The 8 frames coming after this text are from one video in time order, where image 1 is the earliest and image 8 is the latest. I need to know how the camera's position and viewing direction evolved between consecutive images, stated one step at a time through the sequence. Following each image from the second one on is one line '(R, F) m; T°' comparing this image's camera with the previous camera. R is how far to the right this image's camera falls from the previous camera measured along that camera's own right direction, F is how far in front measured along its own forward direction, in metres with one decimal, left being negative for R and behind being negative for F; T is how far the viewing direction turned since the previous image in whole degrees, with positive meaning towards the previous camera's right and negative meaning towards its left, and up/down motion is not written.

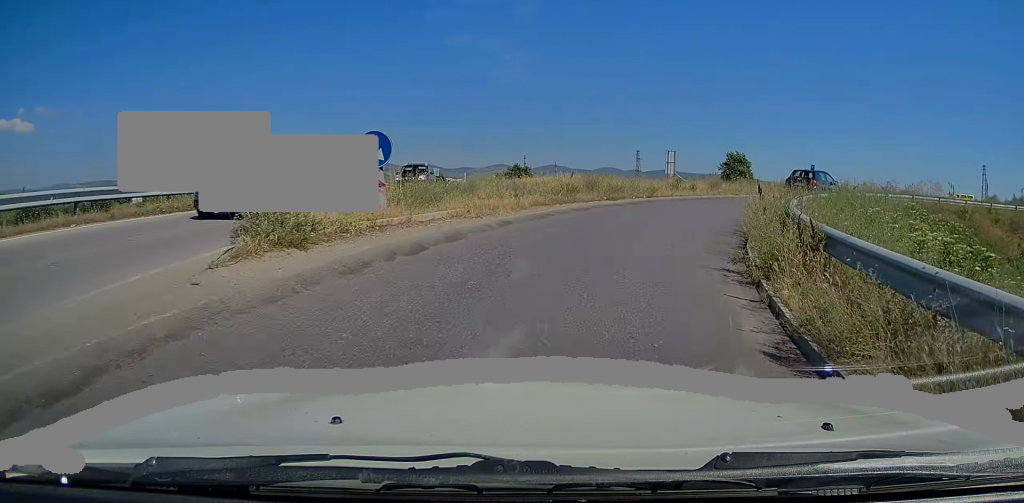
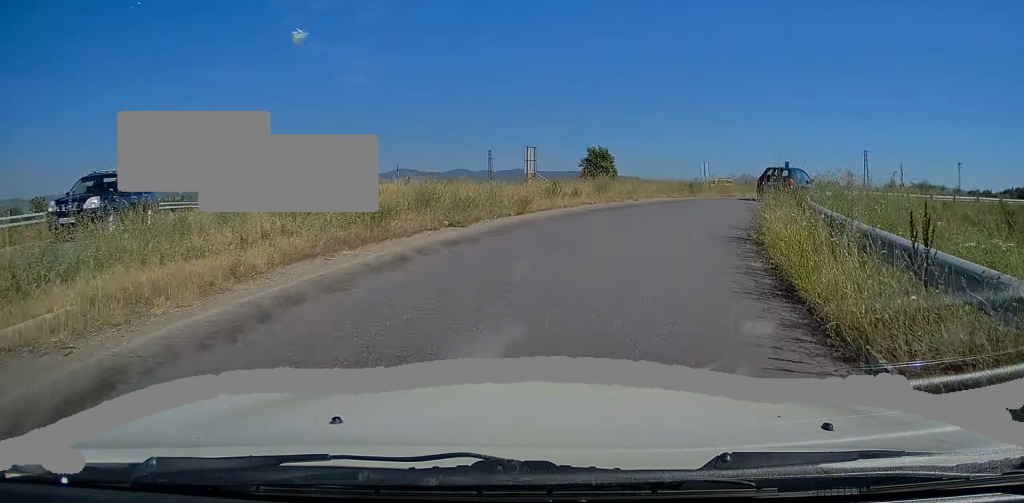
(+0.8, +9.4) m; +12°
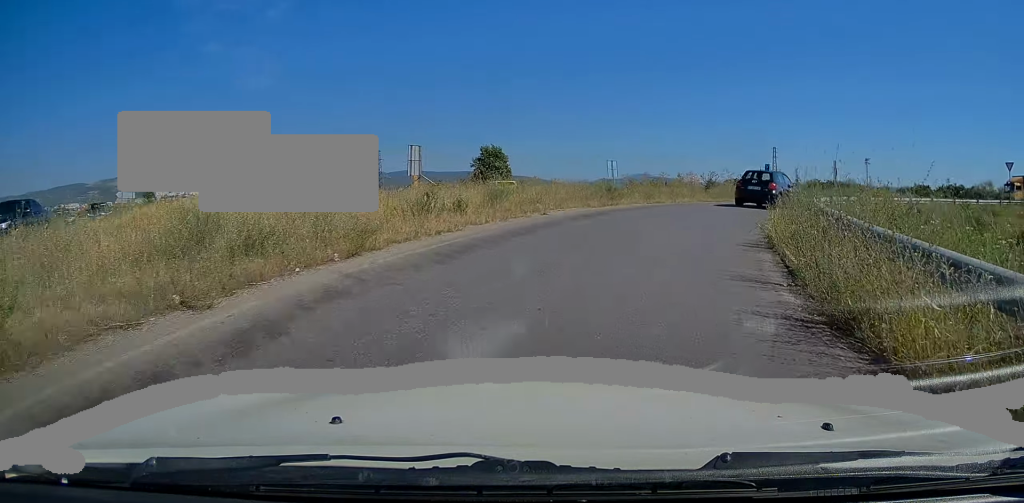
(+0.6, +6.9) m; +9°
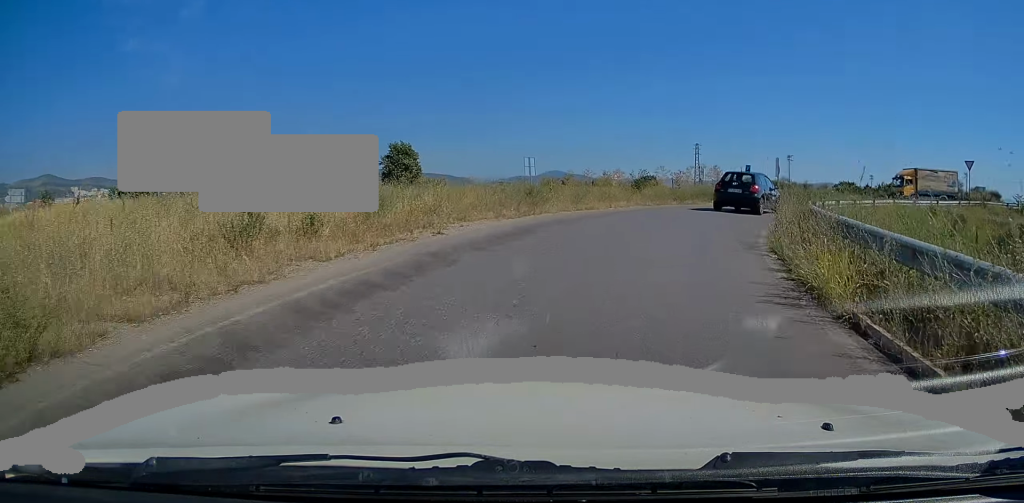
(+0.4, +5.3) m; +7°
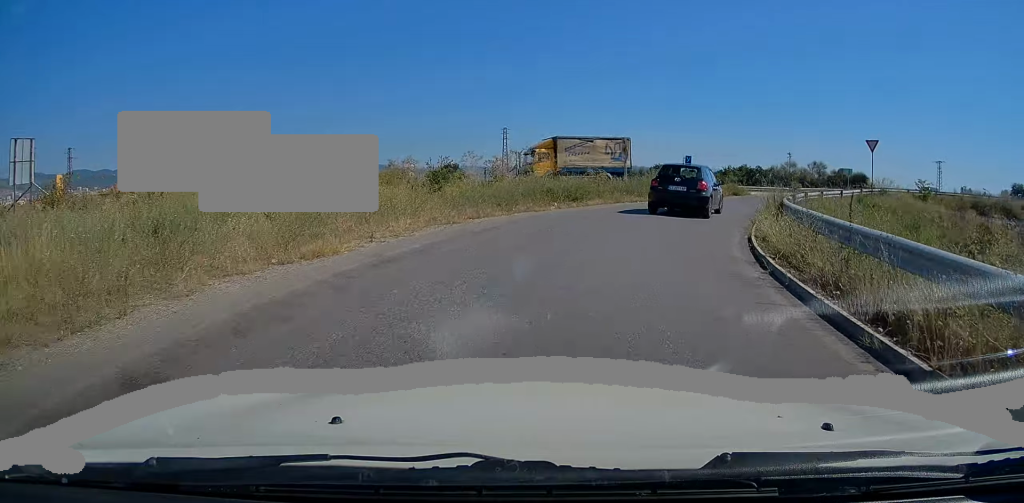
(+1.7, +12.1) m; +15°
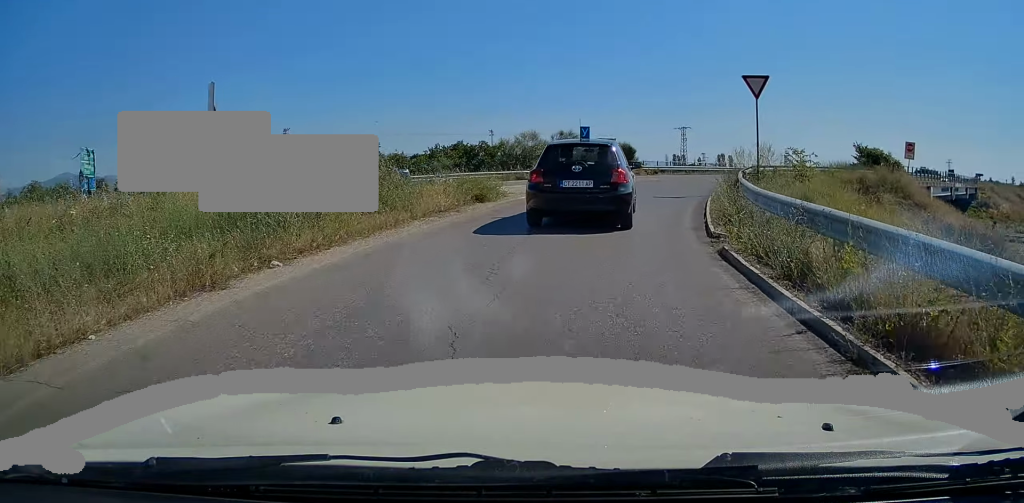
(+5.4, +21.7) m; +26°
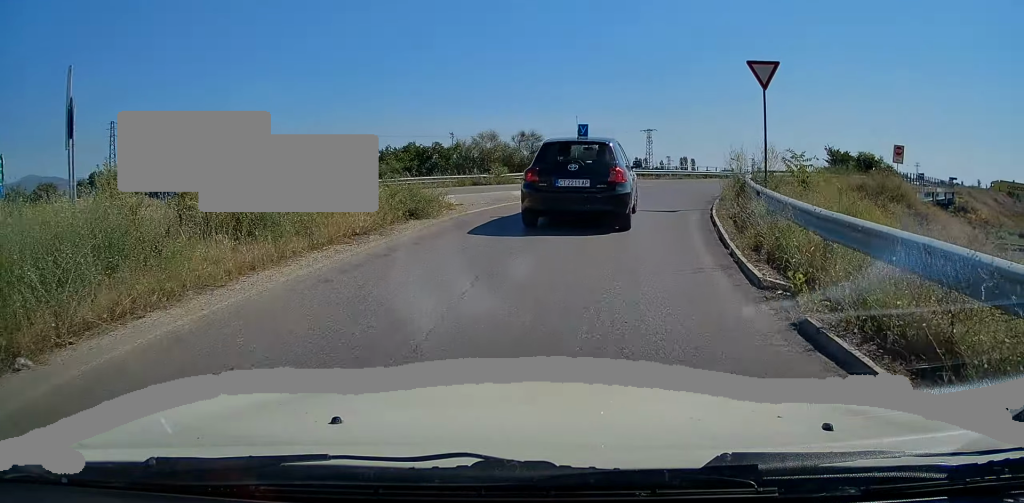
(+0.1, +4.2) m; +4°
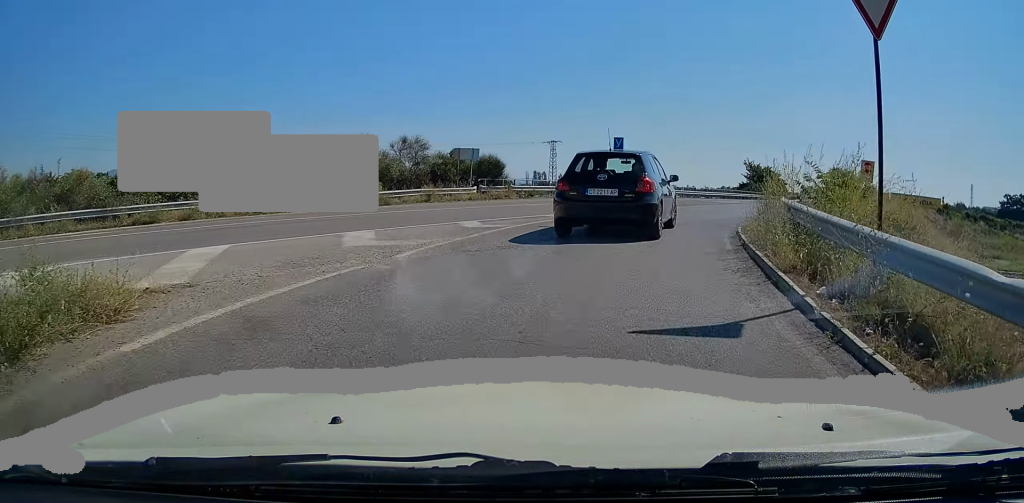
(+0.9, +9.5) m; +10°
